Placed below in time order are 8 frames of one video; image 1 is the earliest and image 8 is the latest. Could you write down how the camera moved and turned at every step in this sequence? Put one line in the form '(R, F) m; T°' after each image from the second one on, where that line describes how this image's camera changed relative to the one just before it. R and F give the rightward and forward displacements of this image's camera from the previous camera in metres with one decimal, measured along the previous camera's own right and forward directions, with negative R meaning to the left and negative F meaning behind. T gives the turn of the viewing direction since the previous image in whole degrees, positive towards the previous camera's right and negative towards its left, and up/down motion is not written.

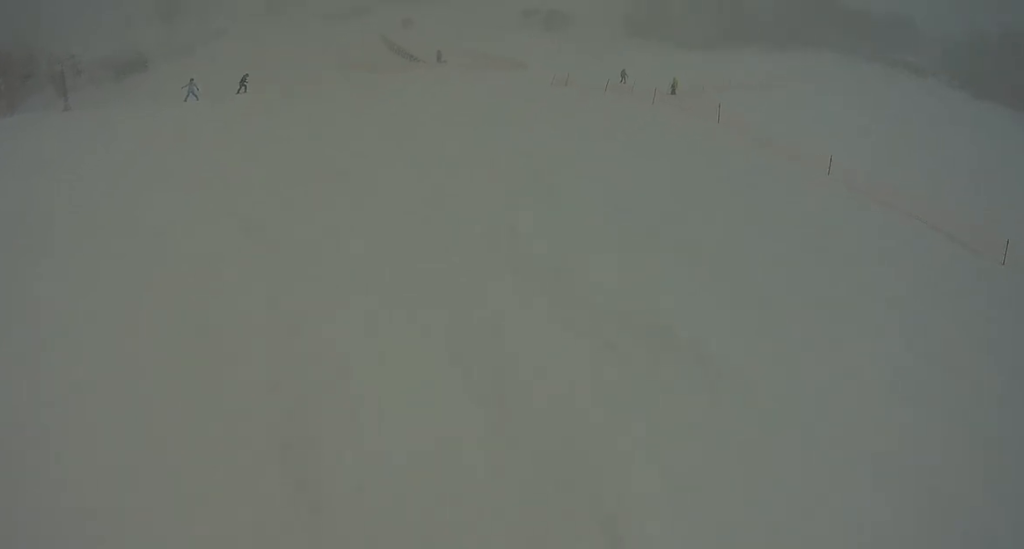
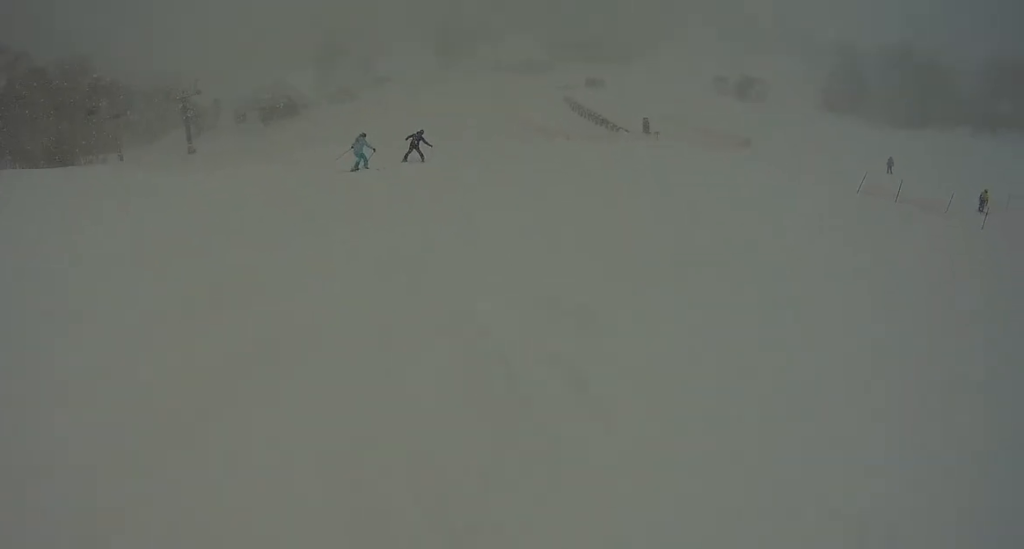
(+0.3, +12.8) m; -14°
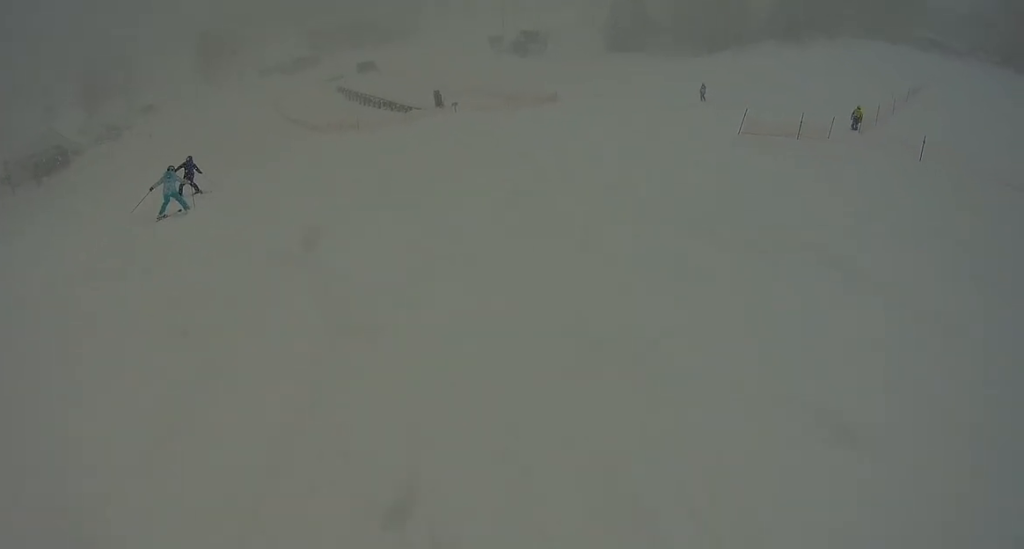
(-0.8, +5.1) m; -10°
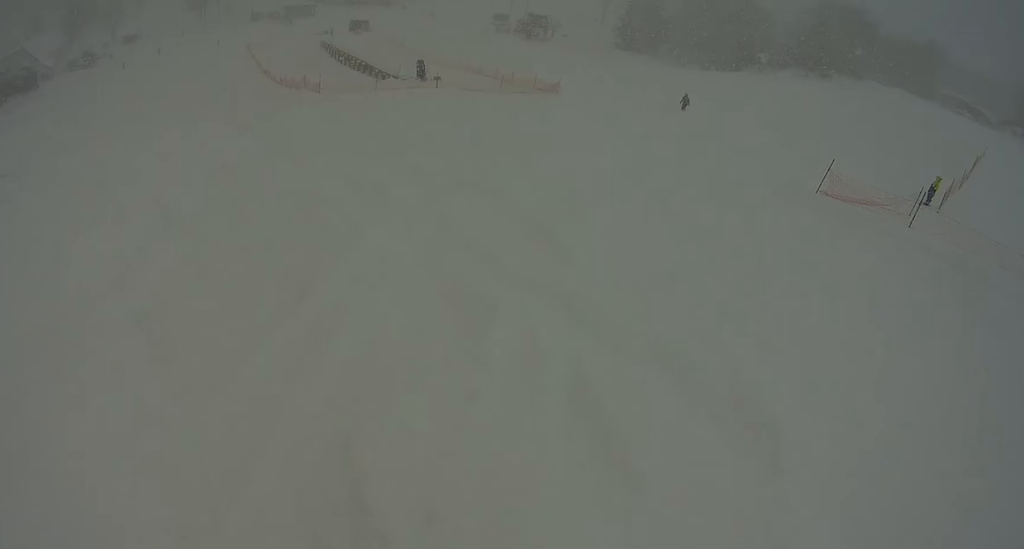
(-0.5, +6.9) m; -26°
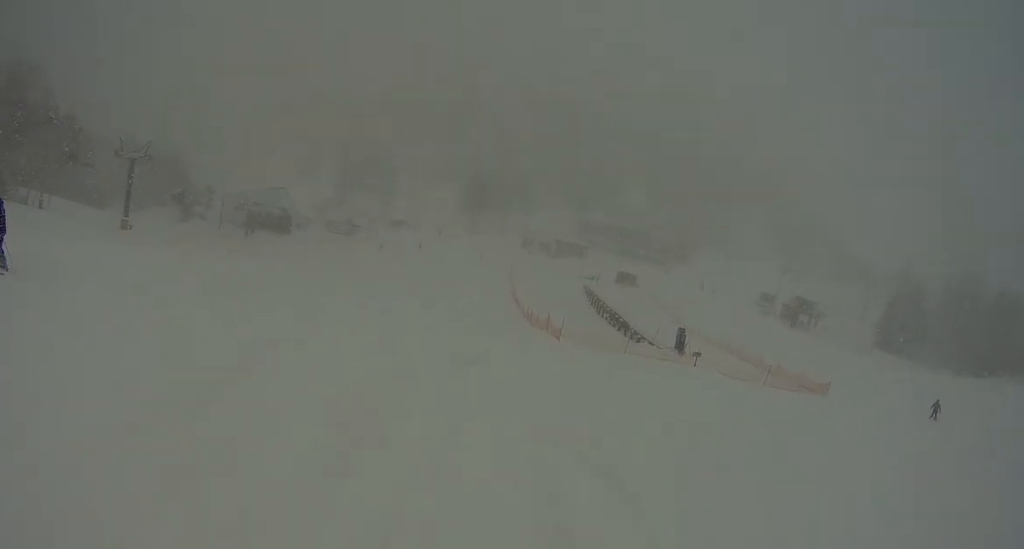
(-2.2, +4.1) m; -65°
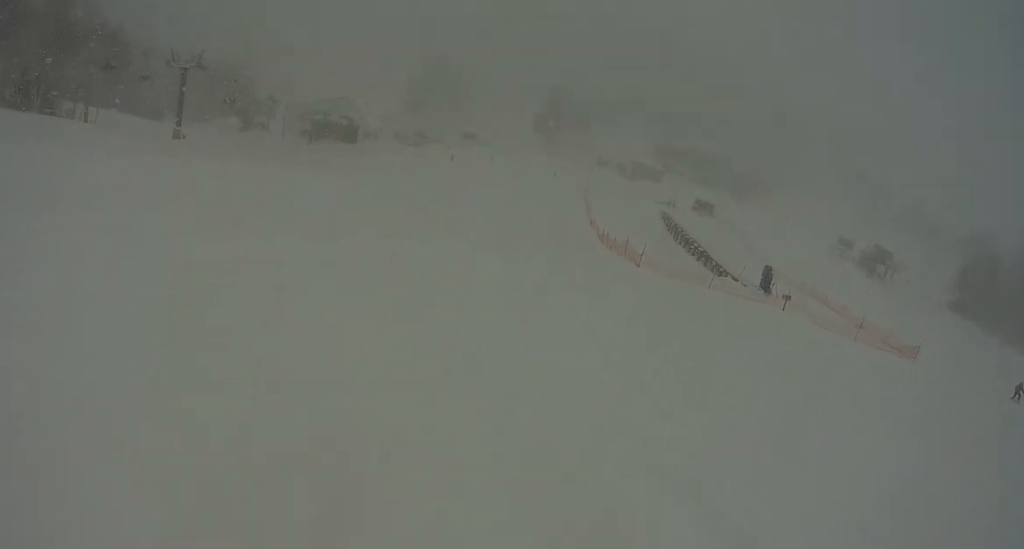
(-1.2, +2.0) m; -19°
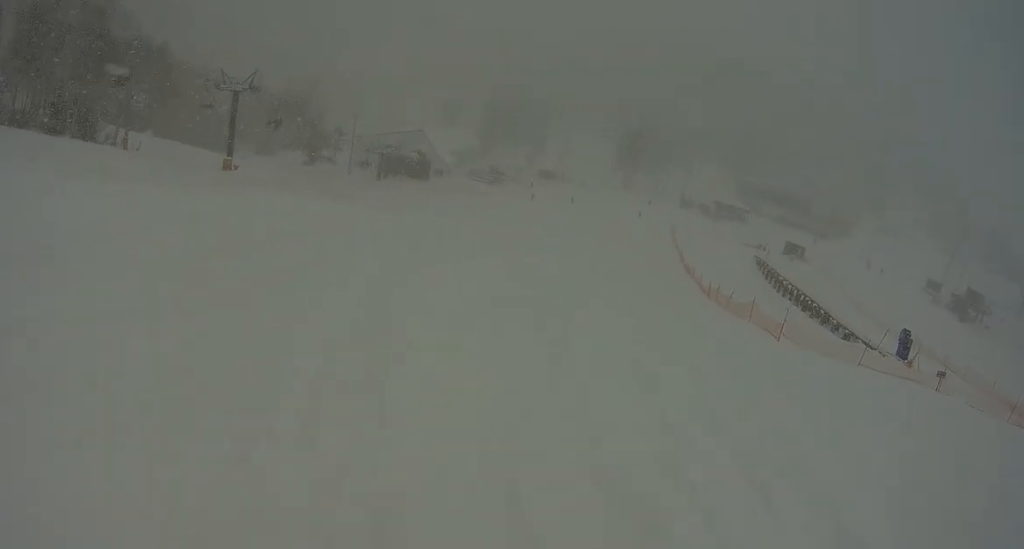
(-1.1, +3.6) m; -38°
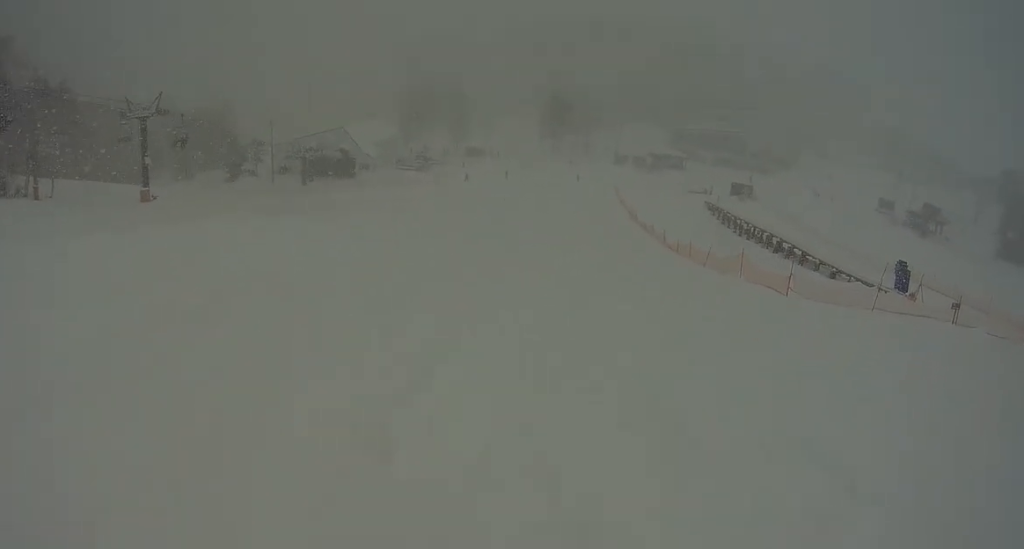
(+0.3, +1.4) m; -21°
